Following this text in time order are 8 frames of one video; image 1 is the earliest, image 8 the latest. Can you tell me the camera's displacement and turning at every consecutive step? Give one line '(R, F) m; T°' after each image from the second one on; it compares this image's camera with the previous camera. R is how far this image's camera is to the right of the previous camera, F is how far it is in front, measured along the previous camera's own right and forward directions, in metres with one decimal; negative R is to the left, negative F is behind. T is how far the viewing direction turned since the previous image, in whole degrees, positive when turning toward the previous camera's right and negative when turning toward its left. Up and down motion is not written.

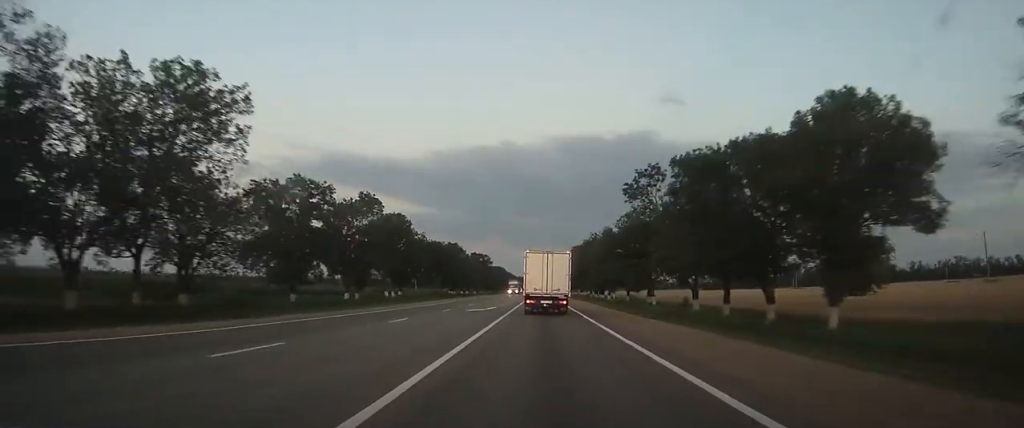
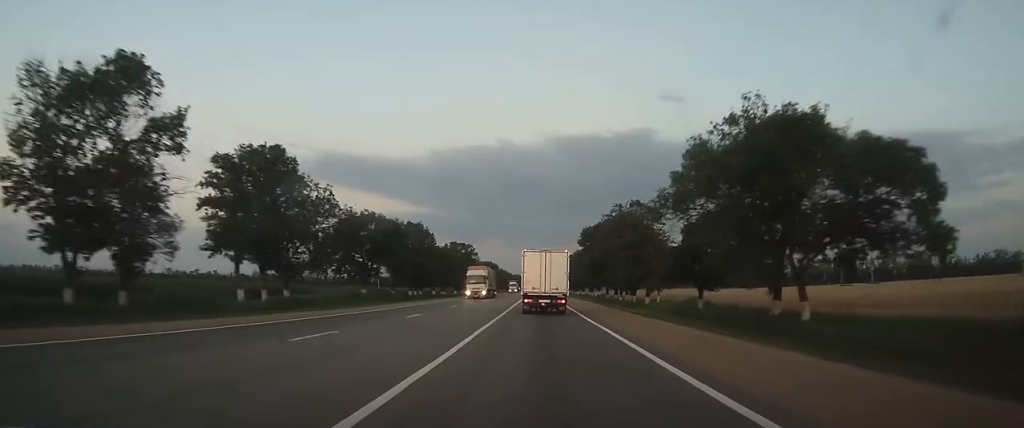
(+0.1, +45.0) m; 0°
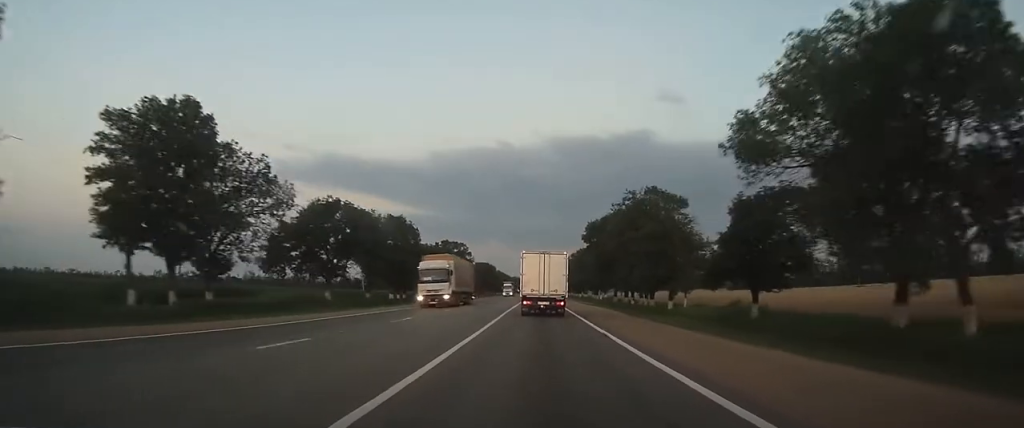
(0.0, +13.8) m; 0°
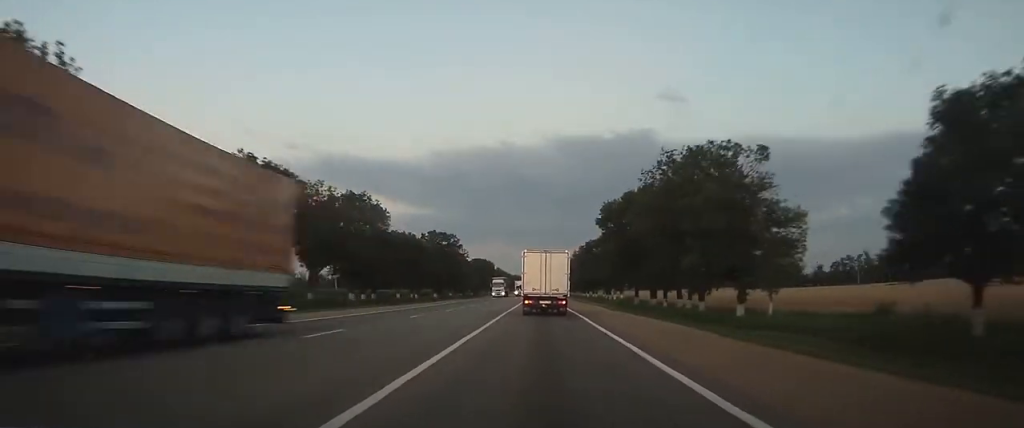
(-0.1, +21.5) m; 0°
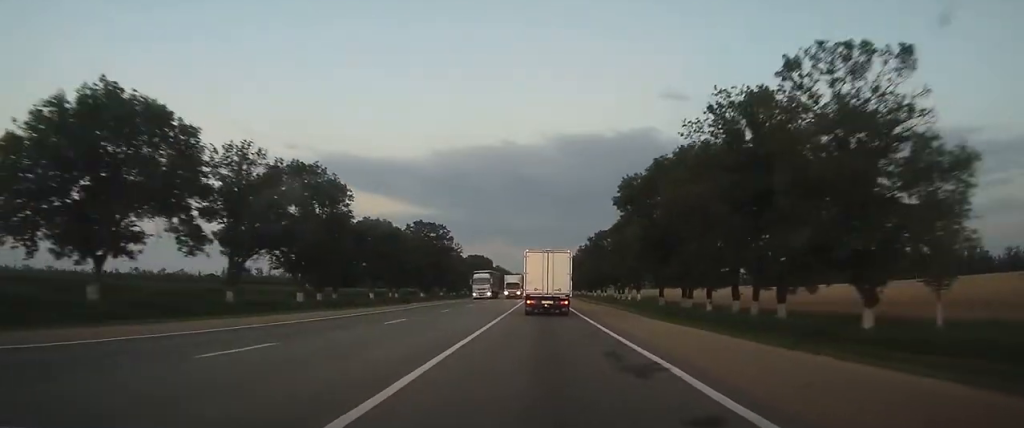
(-0.1, +17.0) m; 0°
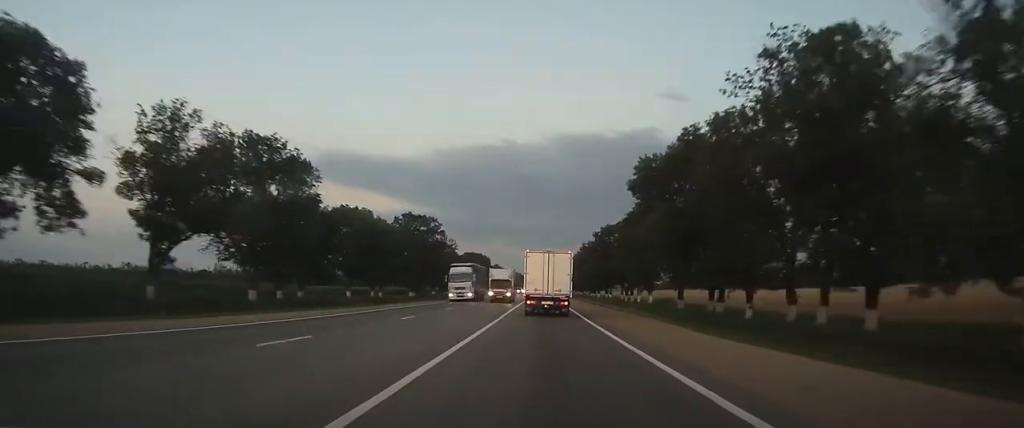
(0.0, +10.0) m; 0°
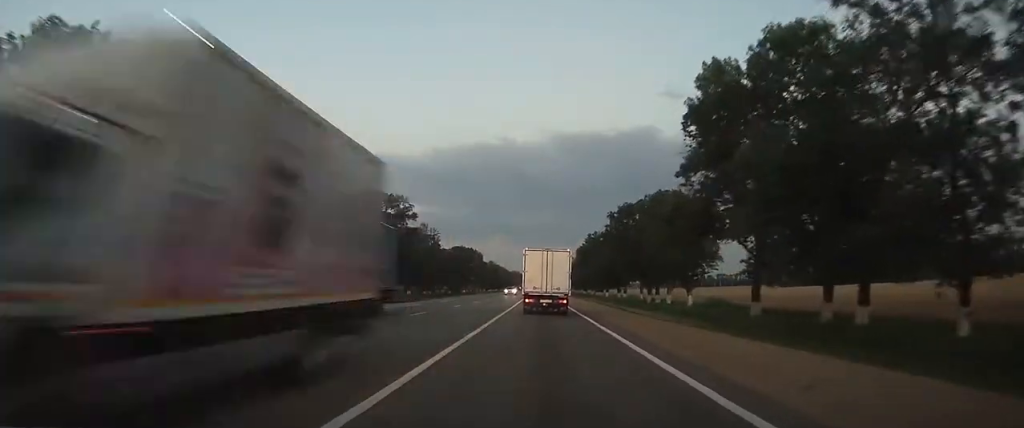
(0.0, +22.4) m; 0°
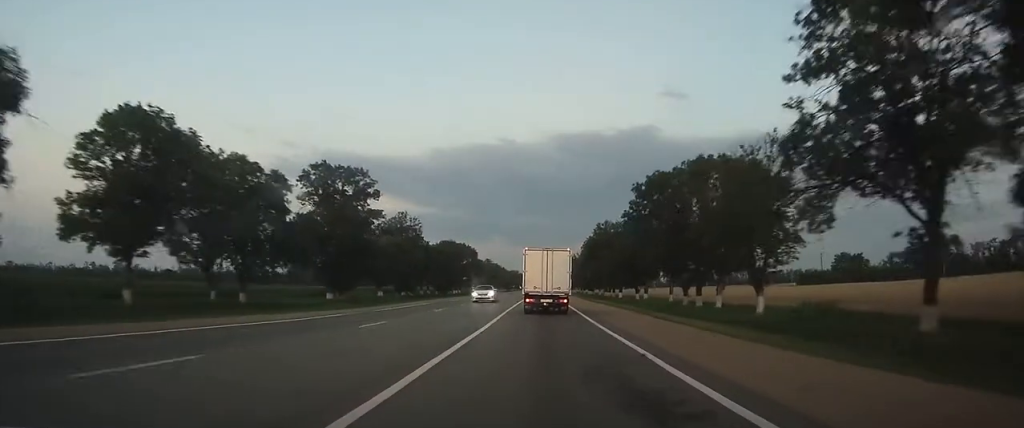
(0.0, +19.4) m; 0°
